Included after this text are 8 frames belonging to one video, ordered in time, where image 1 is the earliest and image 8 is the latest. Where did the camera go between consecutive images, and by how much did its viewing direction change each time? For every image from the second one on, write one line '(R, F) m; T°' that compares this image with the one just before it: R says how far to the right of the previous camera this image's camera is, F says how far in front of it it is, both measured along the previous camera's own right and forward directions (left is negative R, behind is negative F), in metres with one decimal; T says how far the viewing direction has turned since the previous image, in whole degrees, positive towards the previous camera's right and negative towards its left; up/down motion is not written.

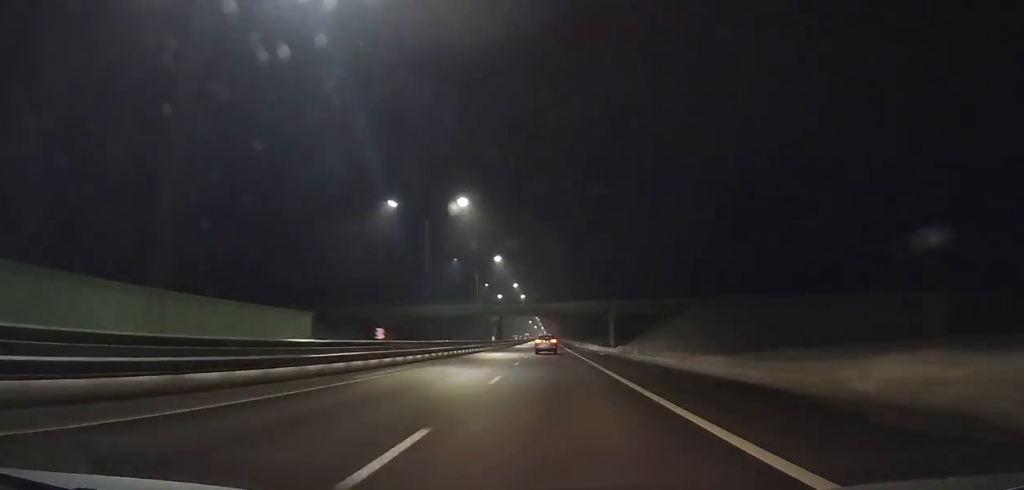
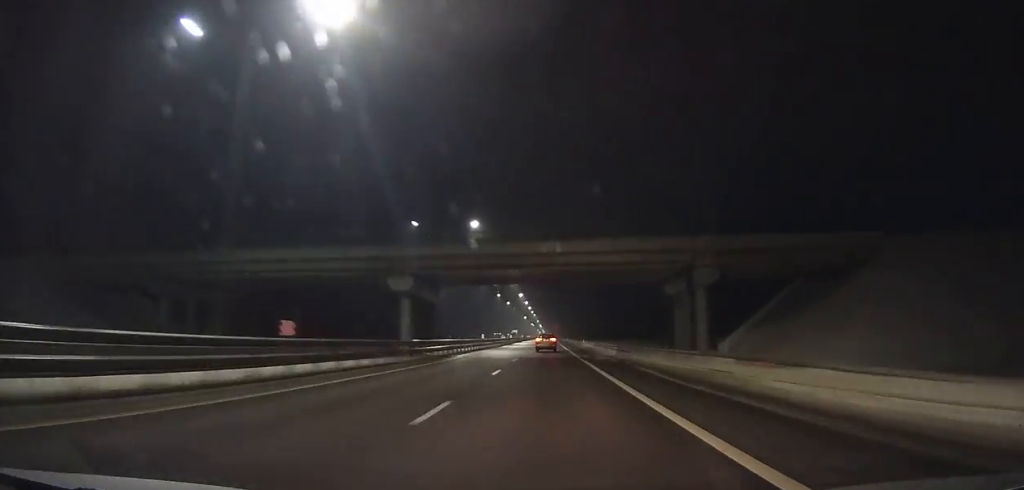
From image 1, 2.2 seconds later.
(+0.1, +55.7) m; 0°
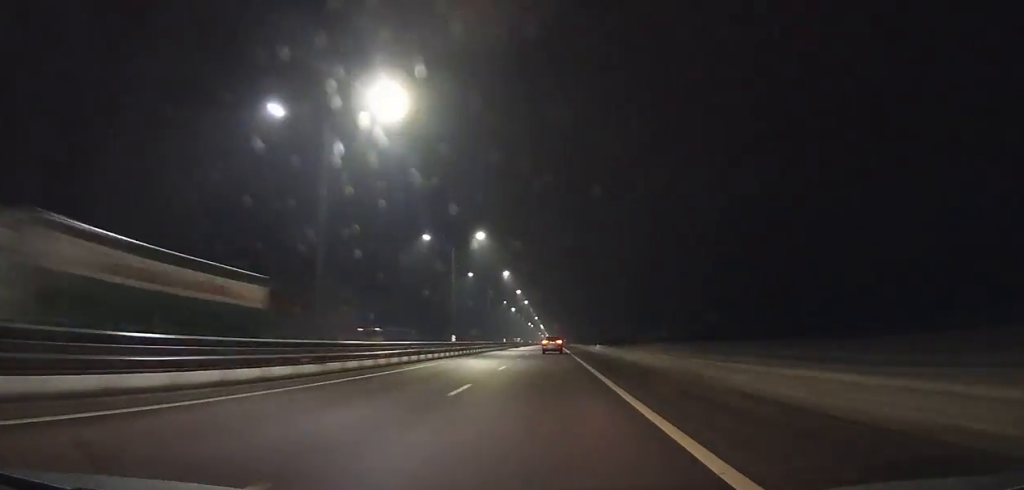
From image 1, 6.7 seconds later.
(-0.5, +113.9) m; 0°
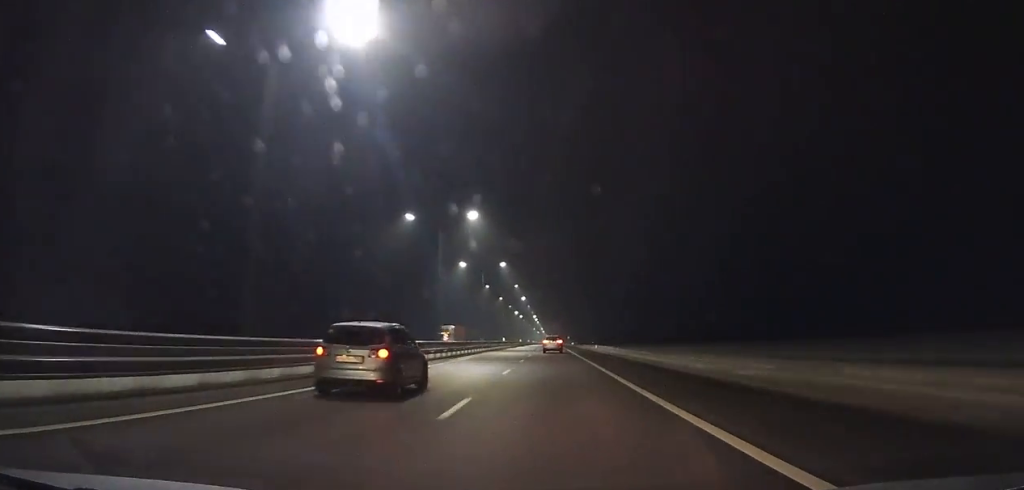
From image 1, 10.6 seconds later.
(+0.1, +99.3) m; 0°
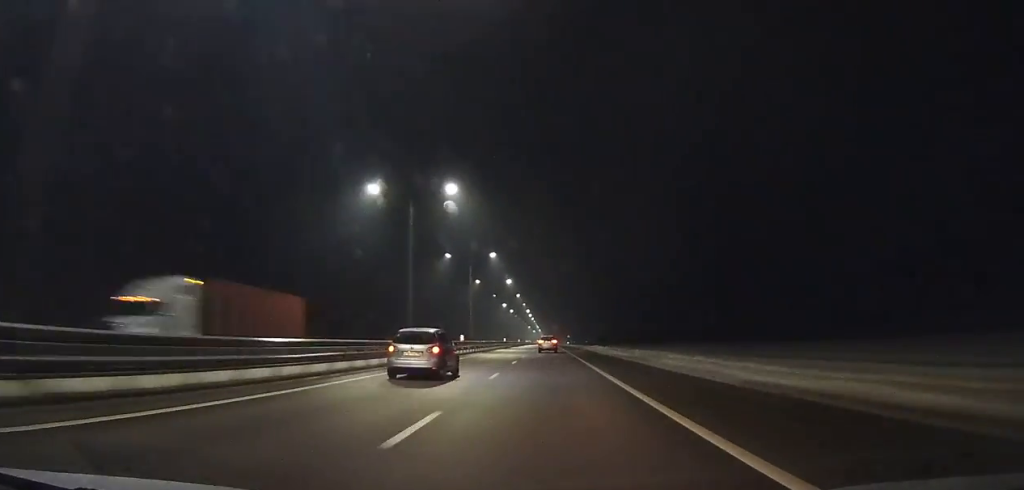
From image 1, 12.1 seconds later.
(0.0, +38.6) m; 0°
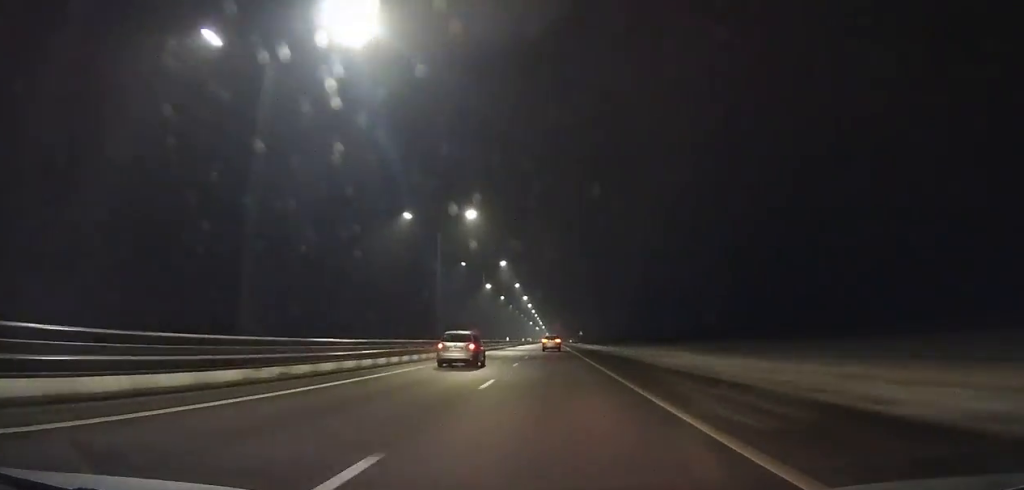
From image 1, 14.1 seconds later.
(0.0, +51.6) m; 0°
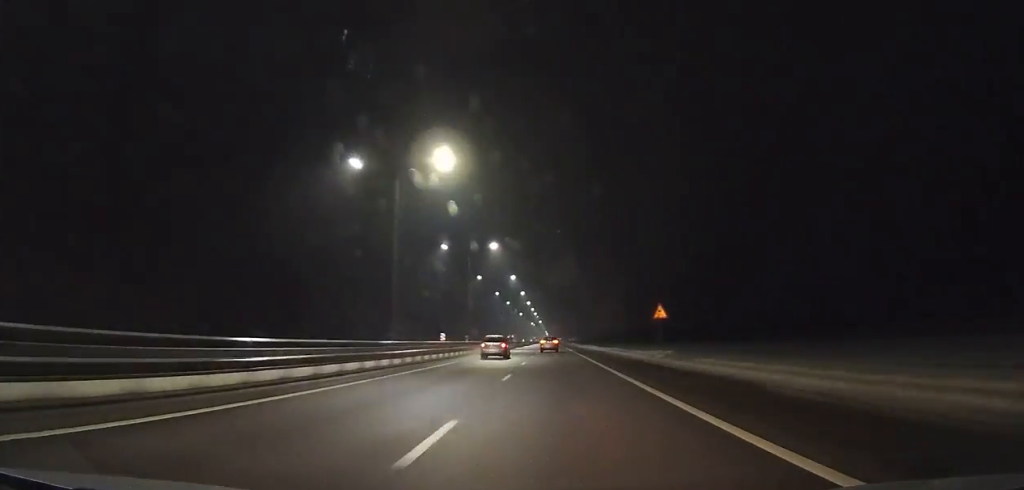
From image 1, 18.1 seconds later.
(0.0, +104.3) m; 0°
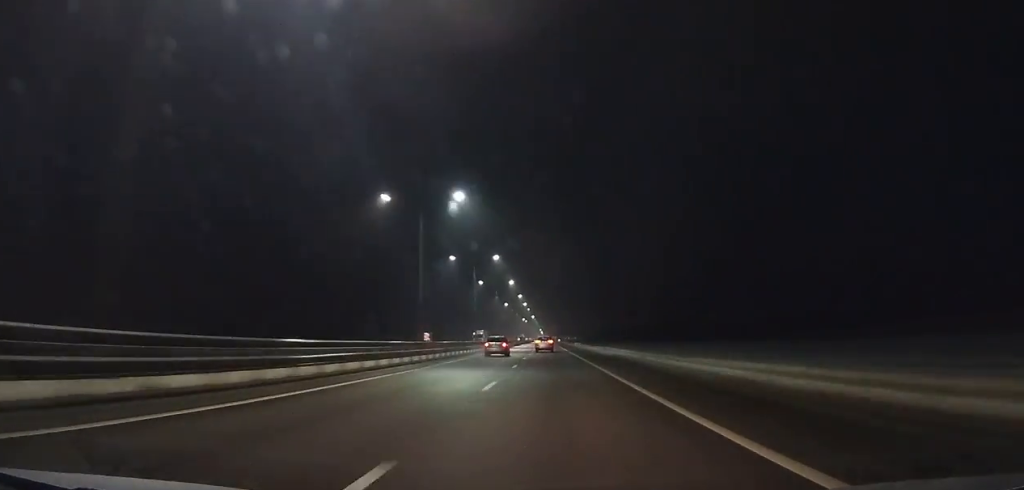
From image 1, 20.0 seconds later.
(0.0, +49.8) m; 0°
